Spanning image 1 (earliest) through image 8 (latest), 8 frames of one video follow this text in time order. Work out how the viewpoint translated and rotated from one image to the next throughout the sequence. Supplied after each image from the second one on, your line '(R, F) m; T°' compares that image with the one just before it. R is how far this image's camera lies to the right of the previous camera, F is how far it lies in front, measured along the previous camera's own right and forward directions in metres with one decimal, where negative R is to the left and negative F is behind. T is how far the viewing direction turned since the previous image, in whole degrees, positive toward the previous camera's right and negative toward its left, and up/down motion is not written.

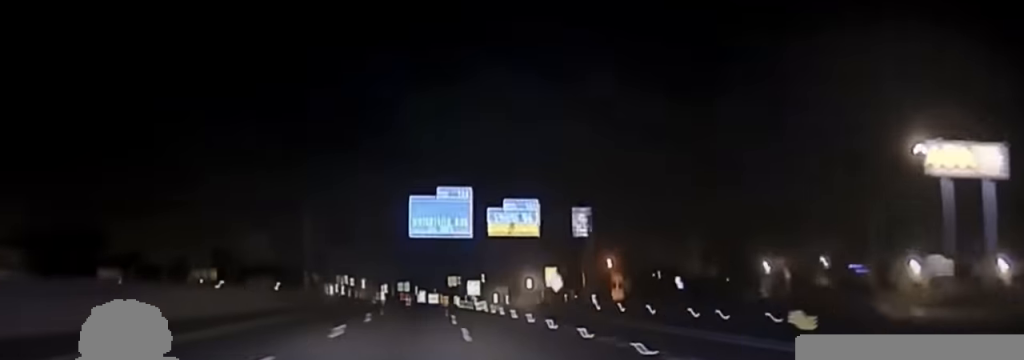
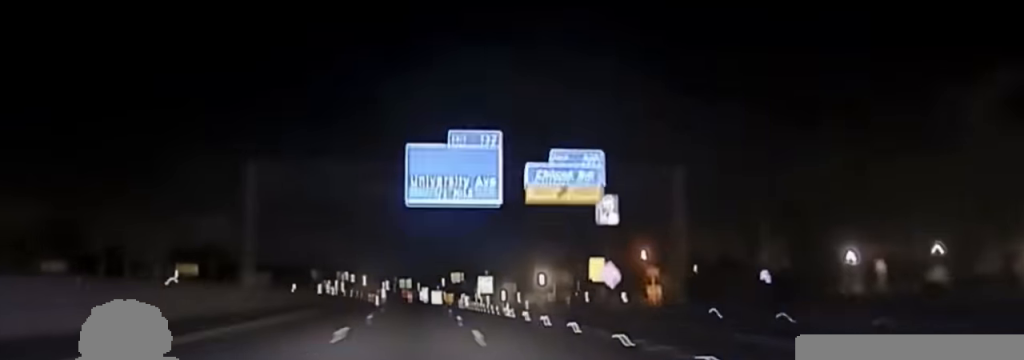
(-0.1, +26.5) m; 0°
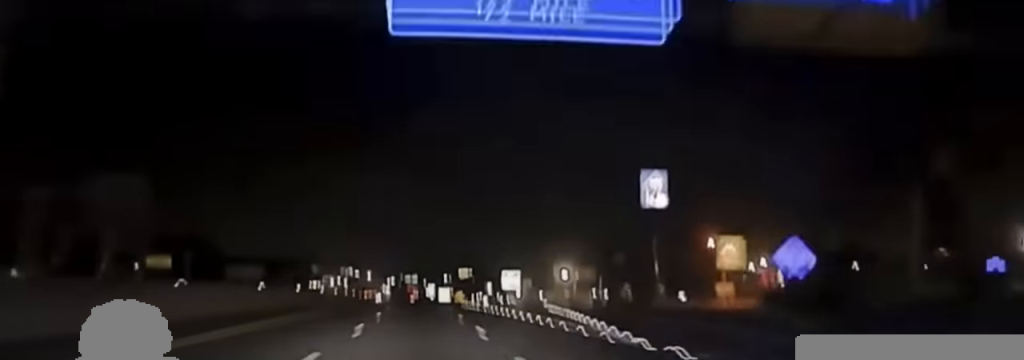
(+0.1, +35.8) m; 0°
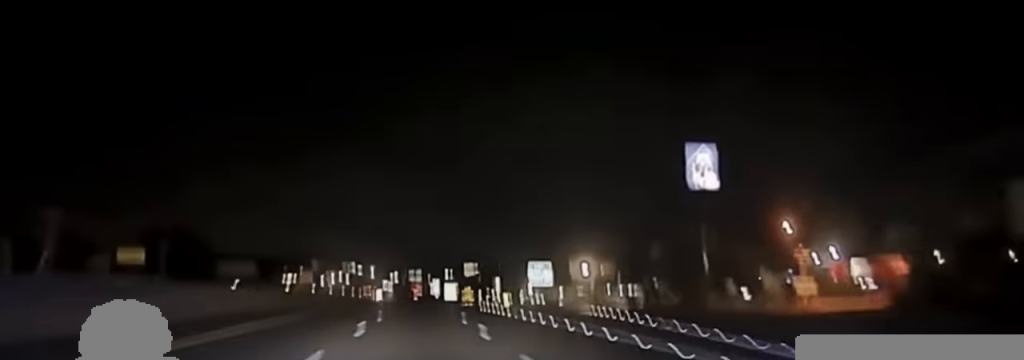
(+0.1, +24.7) m; 0°
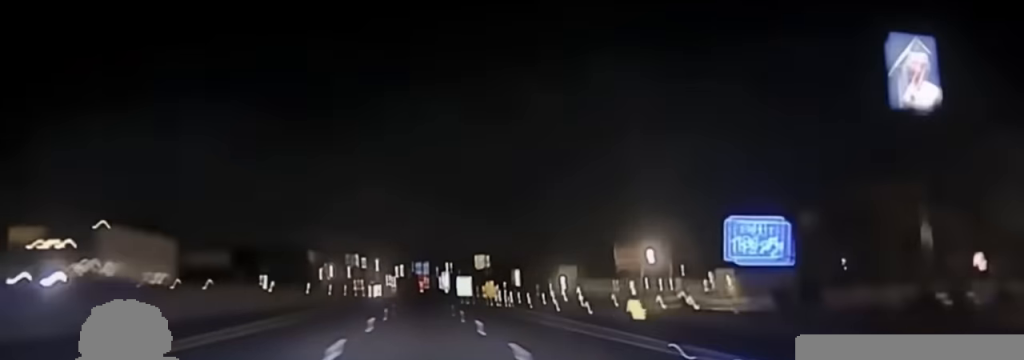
(-0.7, +56.6) m; -1°
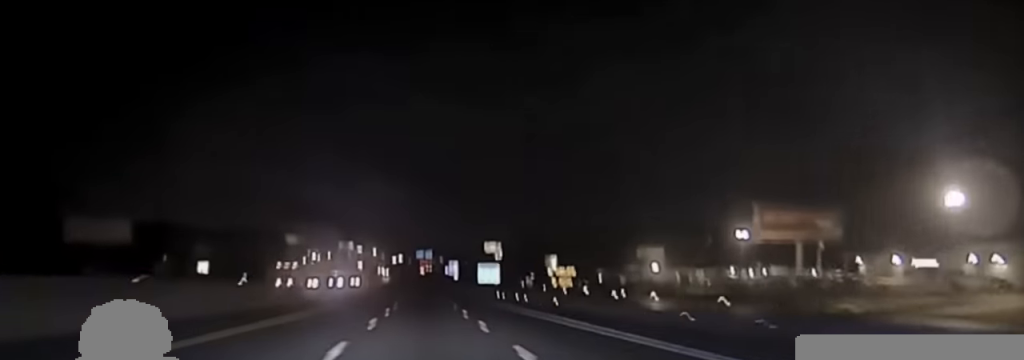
(-0.1, +100.4) m; 0°
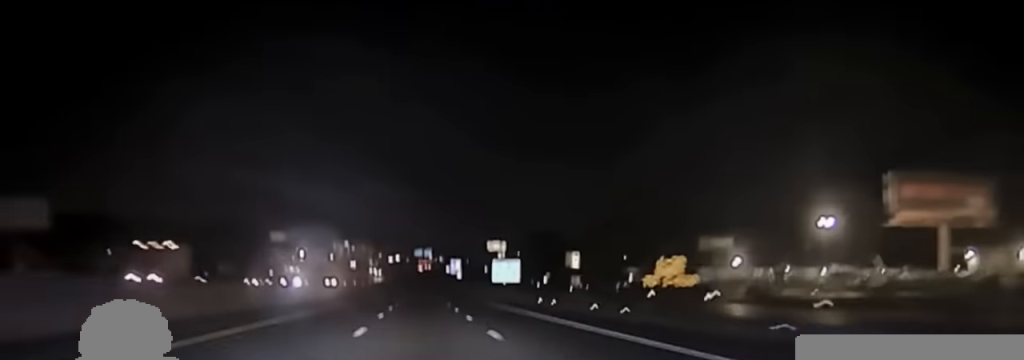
(+0.1, +40.7) m; 0°
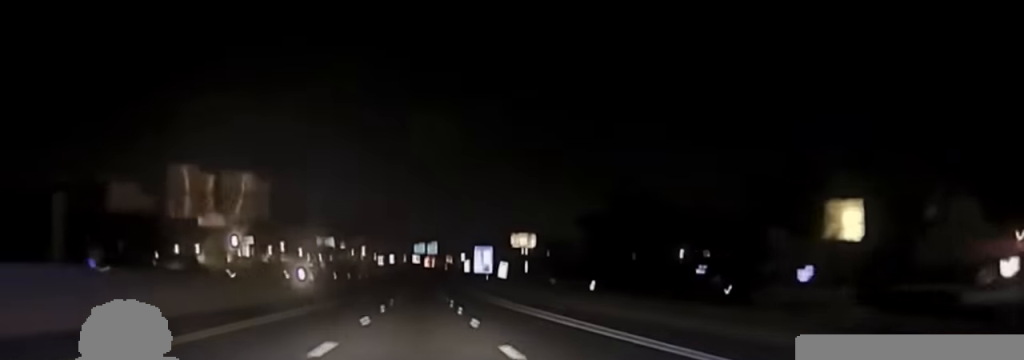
(-0.6, +155.6) m; 0°
